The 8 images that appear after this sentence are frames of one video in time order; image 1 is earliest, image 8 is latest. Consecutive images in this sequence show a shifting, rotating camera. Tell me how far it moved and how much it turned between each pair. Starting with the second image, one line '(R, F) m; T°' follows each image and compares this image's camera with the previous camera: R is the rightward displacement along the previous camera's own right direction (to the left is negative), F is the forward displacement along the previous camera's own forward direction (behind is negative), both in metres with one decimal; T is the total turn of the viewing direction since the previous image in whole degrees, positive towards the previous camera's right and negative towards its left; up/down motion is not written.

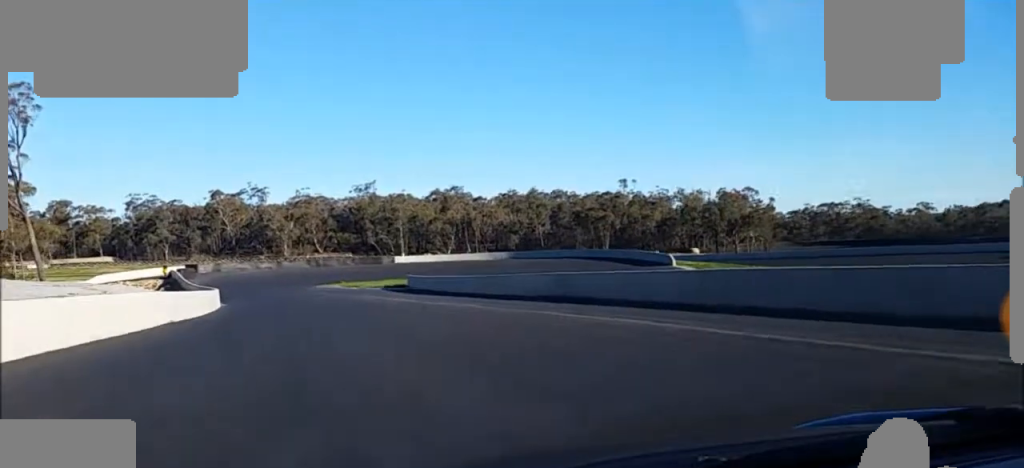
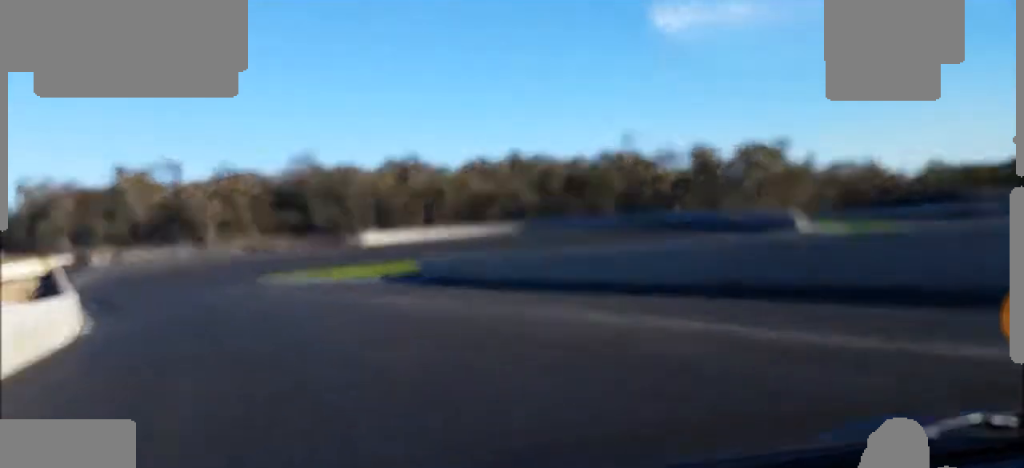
(+3.9, +32.9) m; +1°
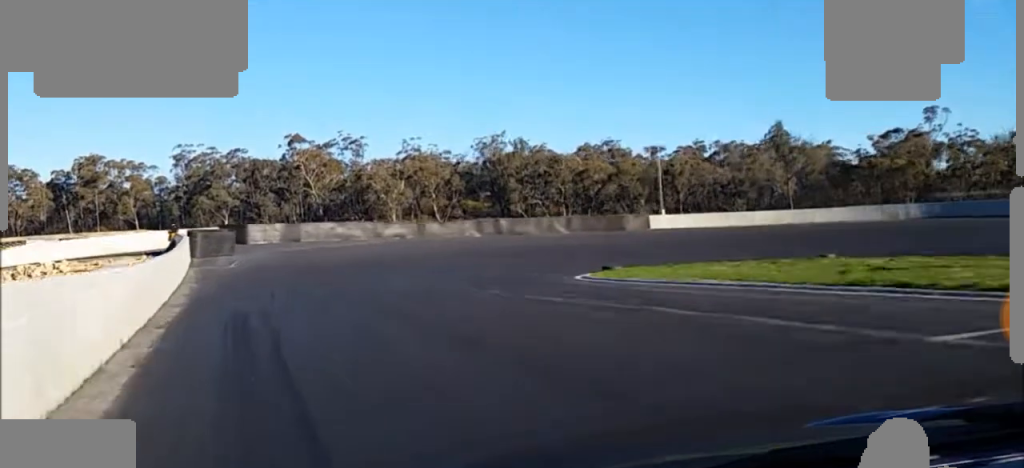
(-6.5, +39.0) m; -11°
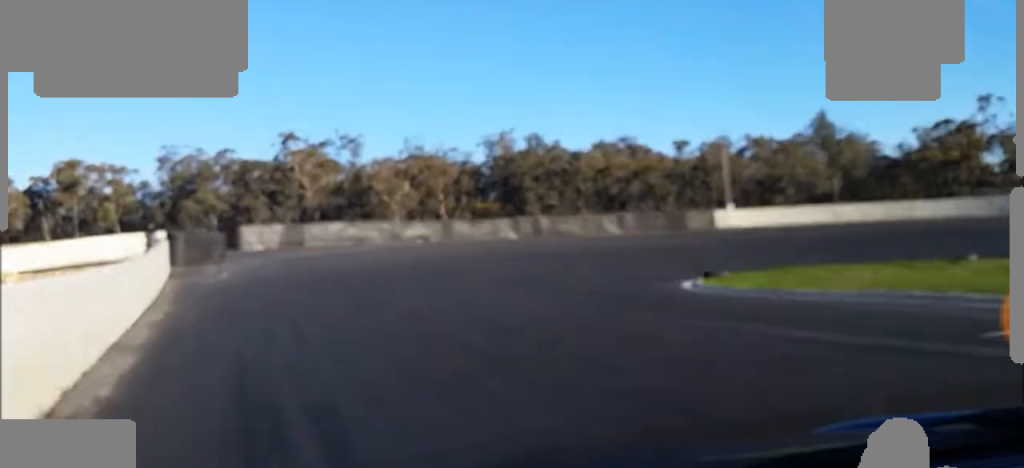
(-0.4, +10.0) m; +1°
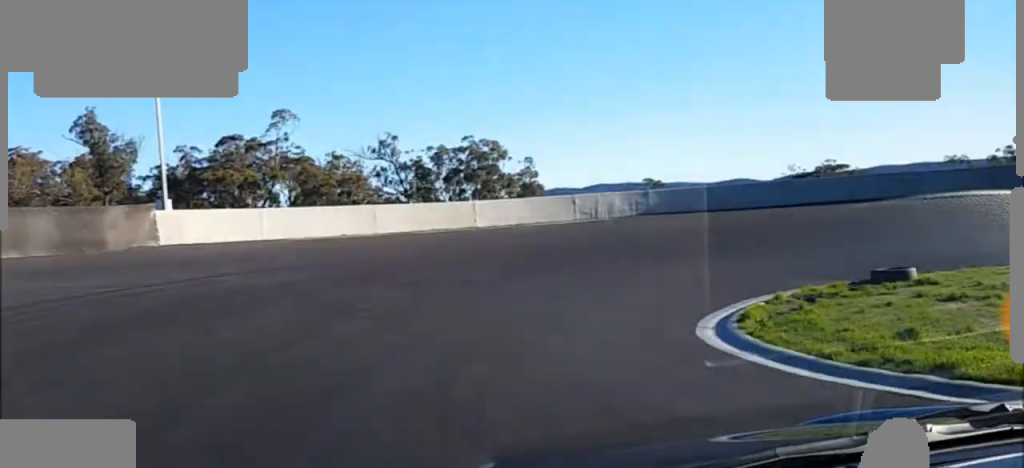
(+11.7, +19.2) m; +79°
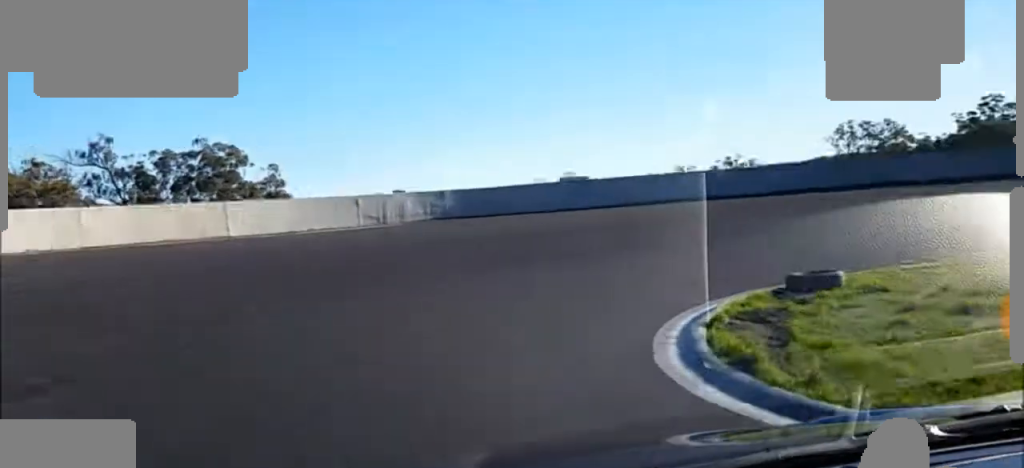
(+0.4, +4.2) m; +3°
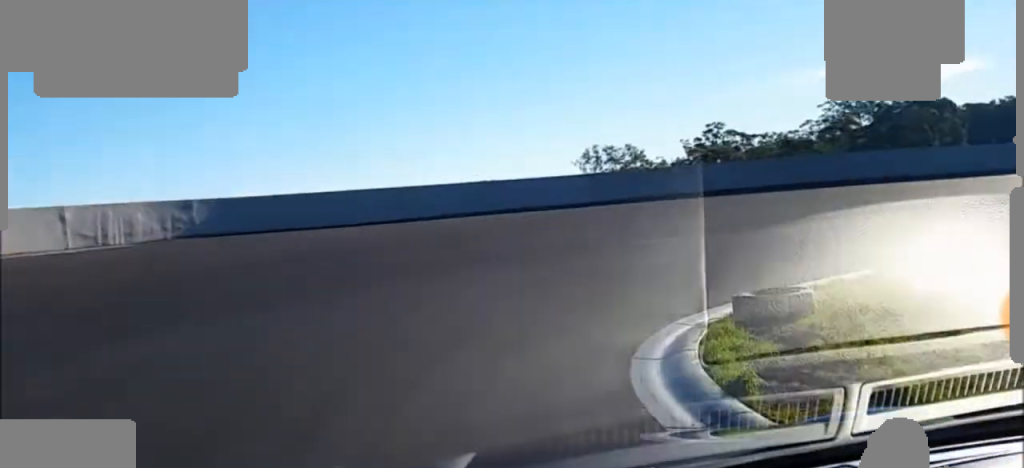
(+0.2, +4.6) m; +3°
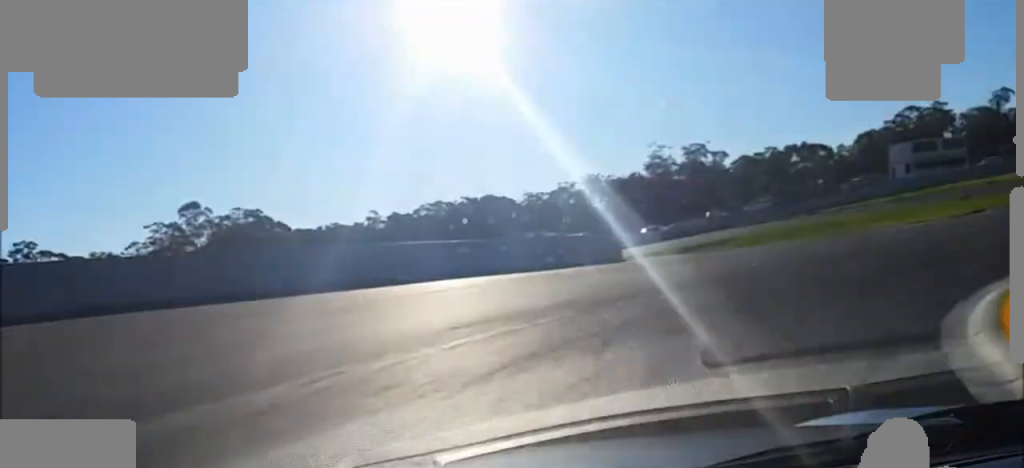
(0.0, +8.8) m; +18°
